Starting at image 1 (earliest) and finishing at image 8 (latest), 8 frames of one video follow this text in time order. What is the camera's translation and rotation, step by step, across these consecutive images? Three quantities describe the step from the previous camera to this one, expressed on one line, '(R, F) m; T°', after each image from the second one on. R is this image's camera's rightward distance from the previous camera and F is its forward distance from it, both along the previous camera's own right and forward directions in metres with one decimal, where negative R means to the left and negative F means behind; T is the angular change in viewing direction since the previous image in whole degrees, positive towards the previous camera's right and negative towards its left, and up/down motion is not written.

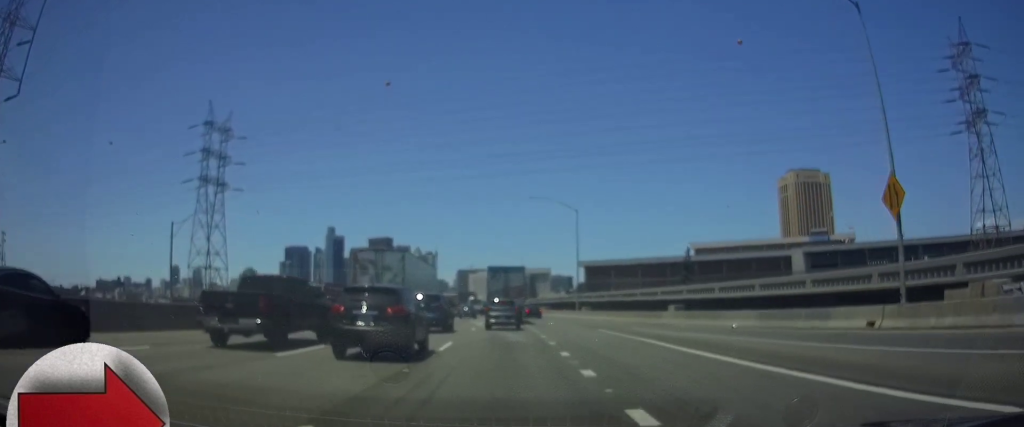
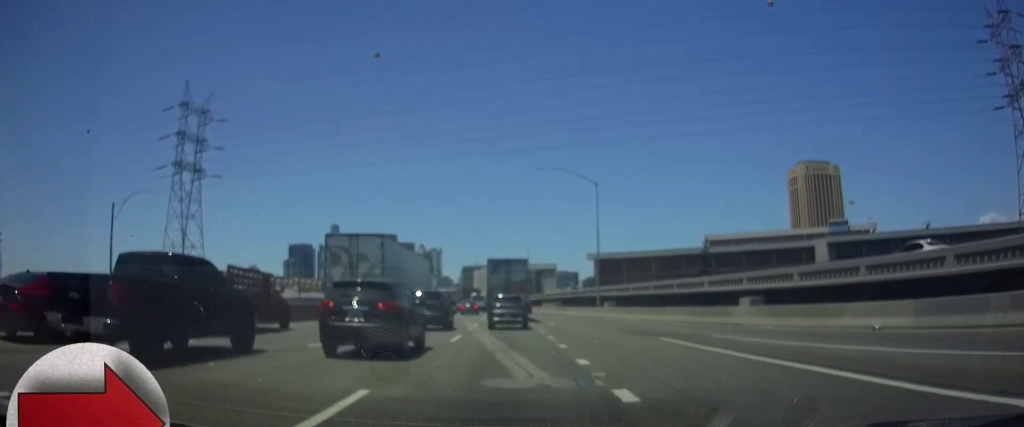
(+0.2, +12.3) m; 0°
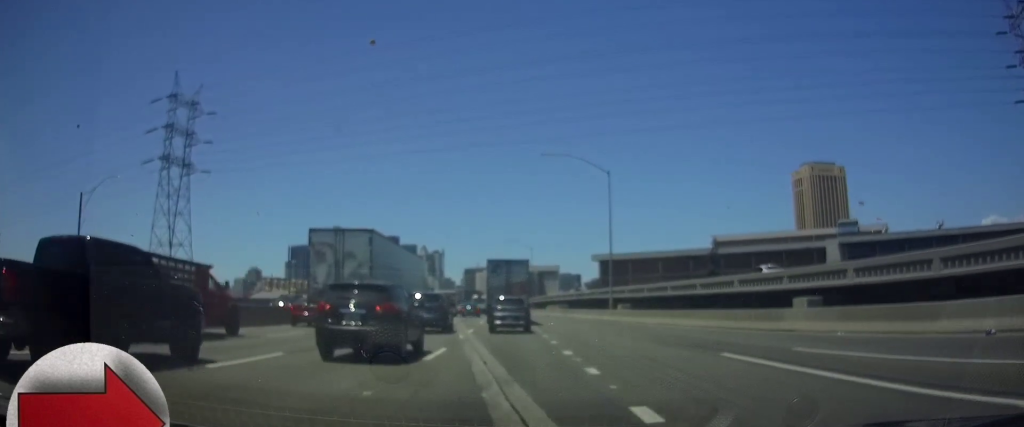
(-0.1, +5.6) m; -1°
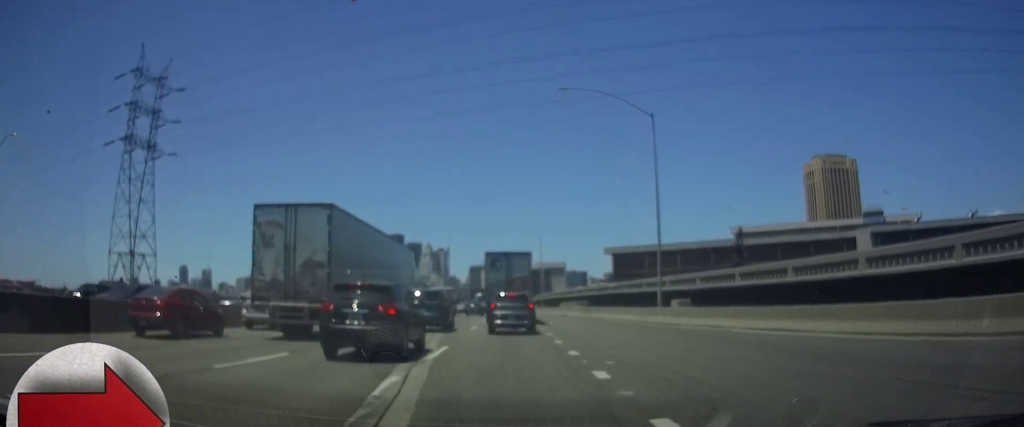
(-0.7, +14.4) m; -4°
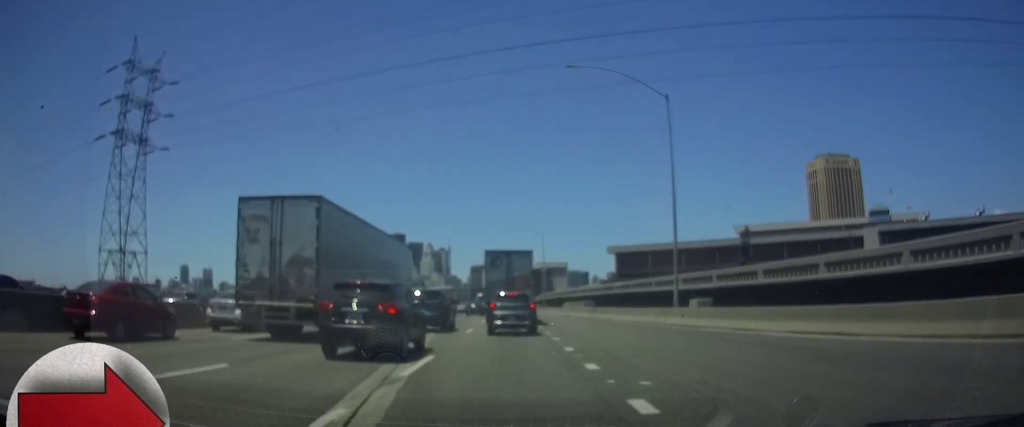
(-0.1, +3.1) m; 0°
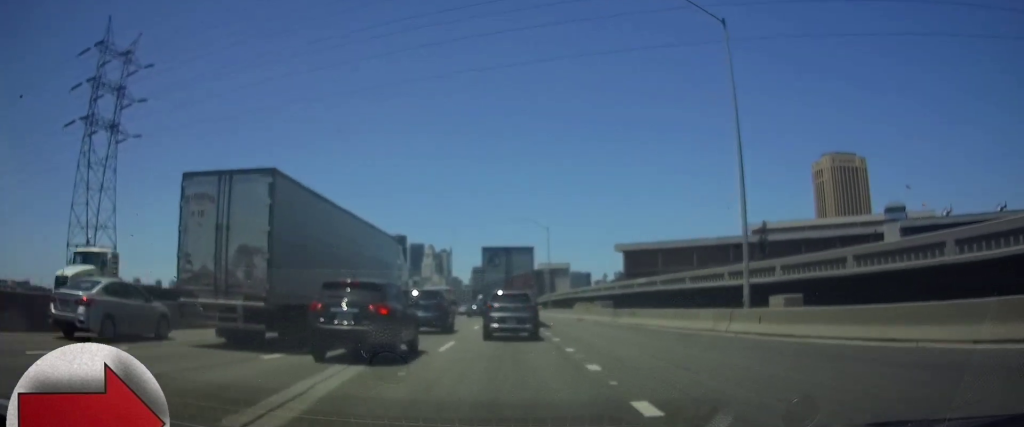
(0.0, +8.5) m; -2°
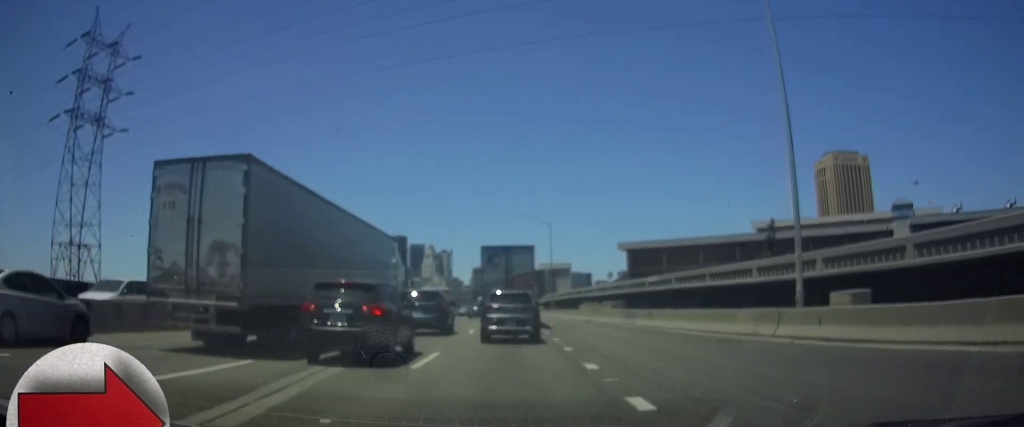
(-0.3, +3.8) m; -1°
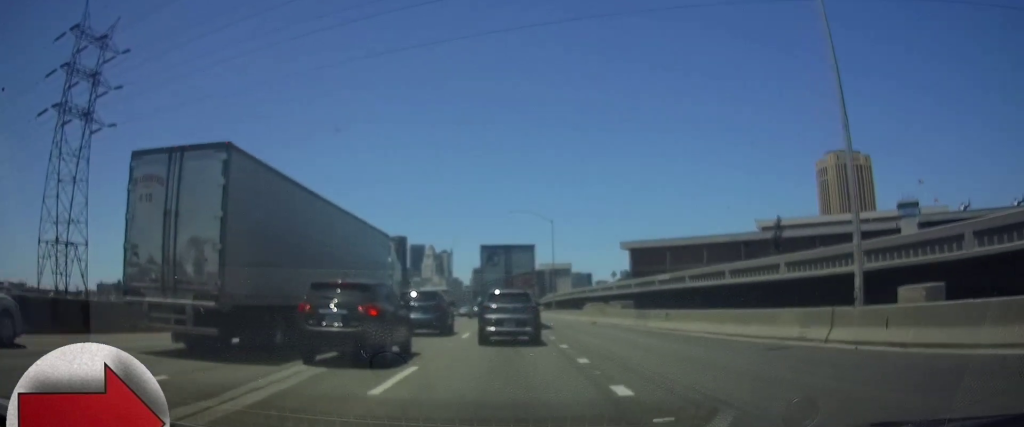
(+0.2, +3.0) m; +1°
